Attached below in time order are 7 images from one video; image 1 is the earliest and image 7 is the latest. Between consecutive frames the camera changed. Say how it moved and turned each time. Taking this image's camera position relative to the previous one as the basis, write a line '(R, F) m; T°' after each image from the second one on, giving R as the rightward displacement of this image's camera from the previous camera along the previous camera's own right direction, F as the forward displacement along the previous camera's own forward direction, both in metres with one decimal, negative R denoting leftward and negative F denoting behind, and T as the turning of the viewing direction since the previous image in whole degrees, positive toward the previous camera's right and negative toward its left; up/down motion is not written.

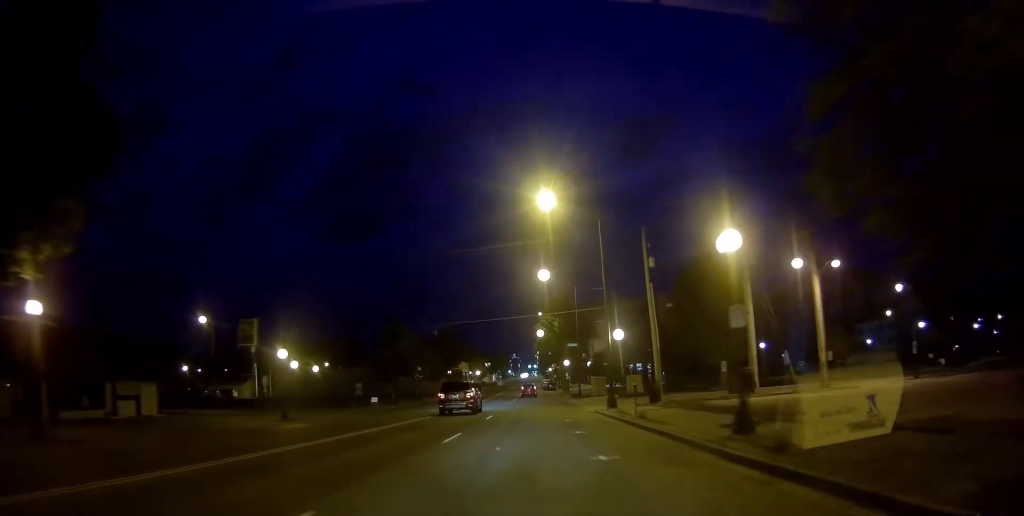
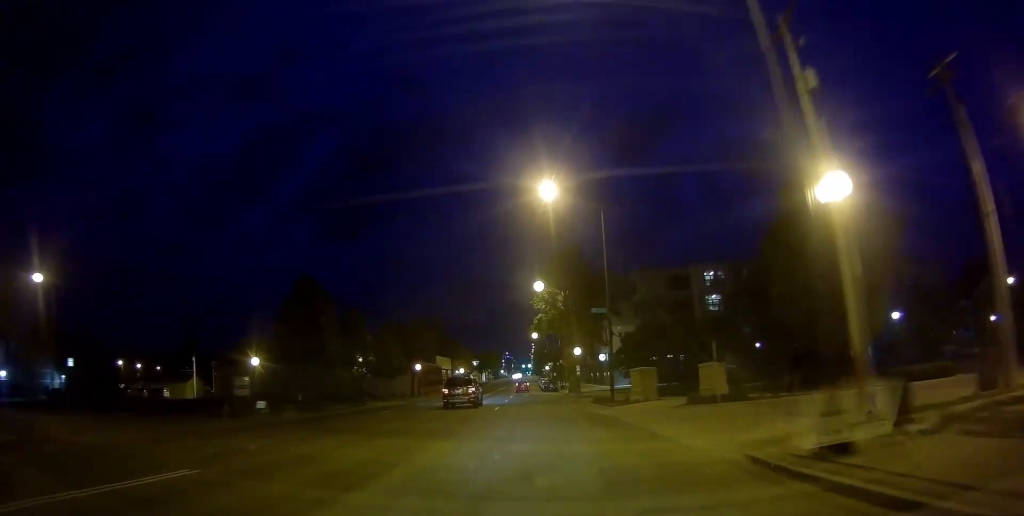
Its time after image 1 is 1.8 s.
(+1.0, +25.5) m; +5°
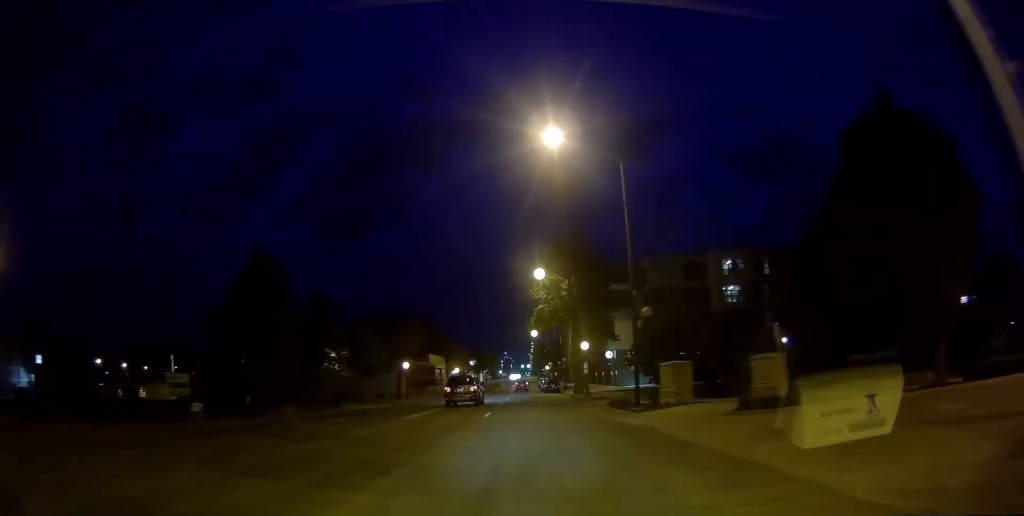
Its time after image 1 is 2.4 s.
(+0.6, +8.0) m; 0°
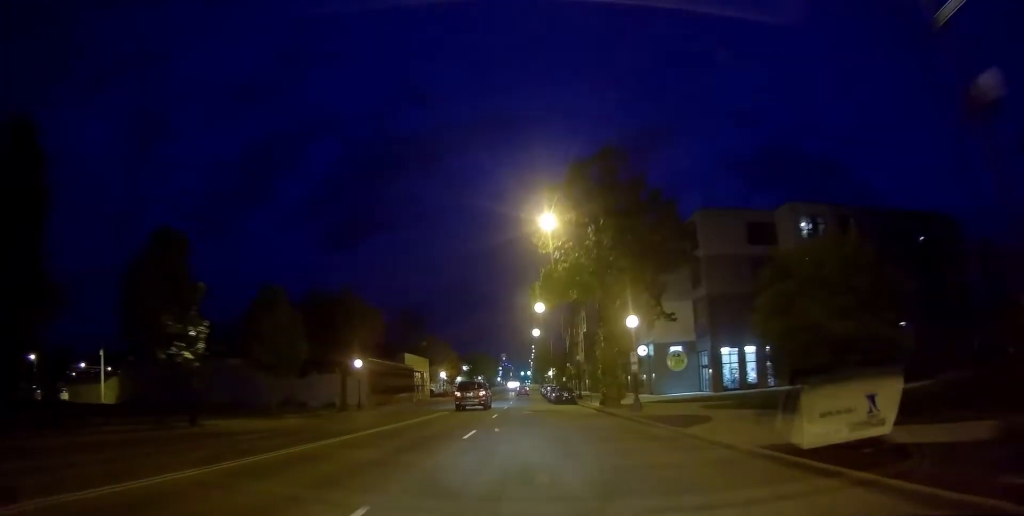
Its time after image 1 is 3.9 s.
(-1.0, +21.0) m; -2°
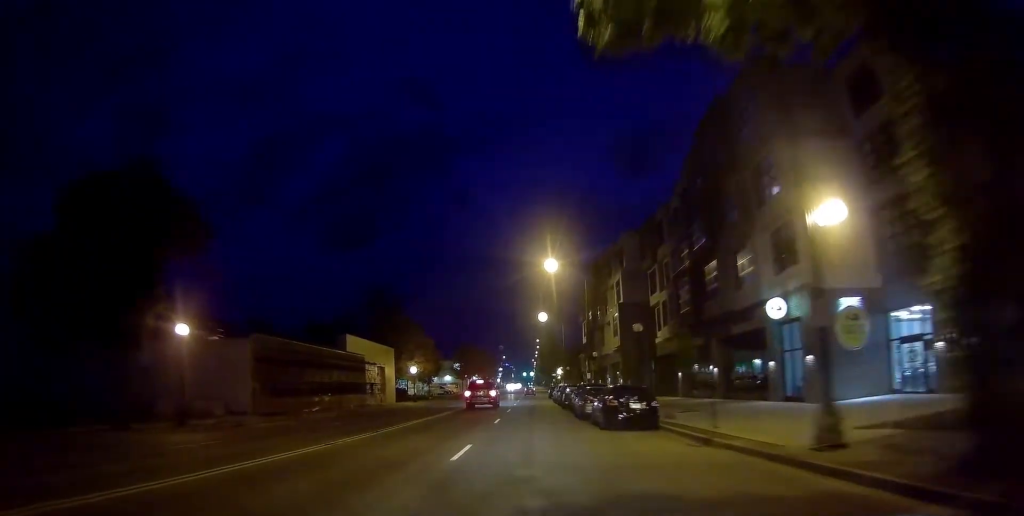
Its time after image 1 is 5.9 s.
(-0.4, +29.6) m; -2°
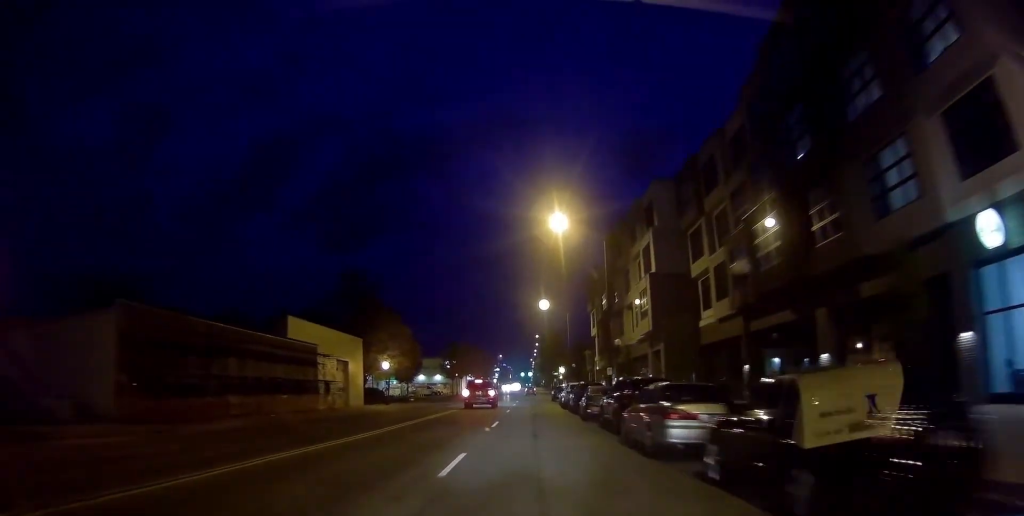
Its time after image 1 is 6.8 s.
(0.0, +13.7) m; 0°
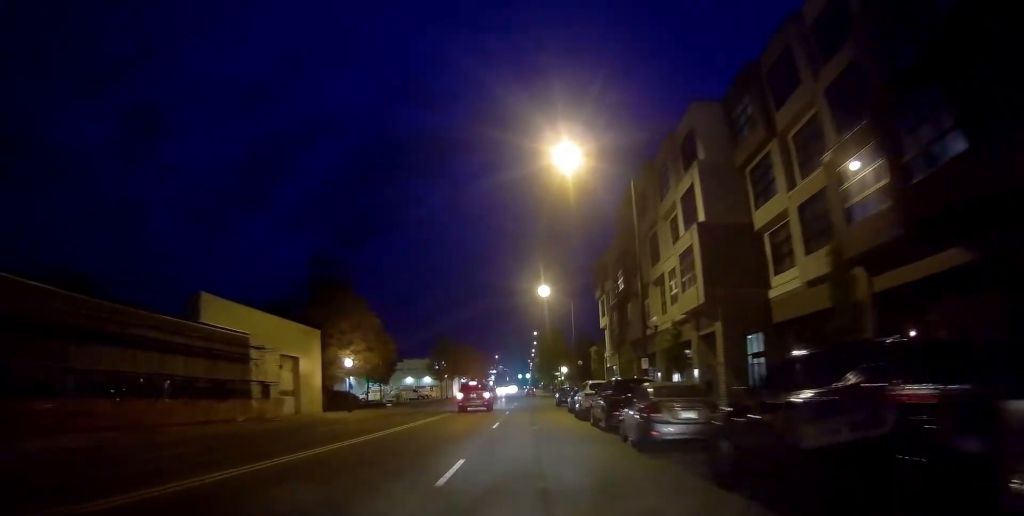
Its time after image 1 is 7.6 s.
(0.0, +11.9) m; 0°
